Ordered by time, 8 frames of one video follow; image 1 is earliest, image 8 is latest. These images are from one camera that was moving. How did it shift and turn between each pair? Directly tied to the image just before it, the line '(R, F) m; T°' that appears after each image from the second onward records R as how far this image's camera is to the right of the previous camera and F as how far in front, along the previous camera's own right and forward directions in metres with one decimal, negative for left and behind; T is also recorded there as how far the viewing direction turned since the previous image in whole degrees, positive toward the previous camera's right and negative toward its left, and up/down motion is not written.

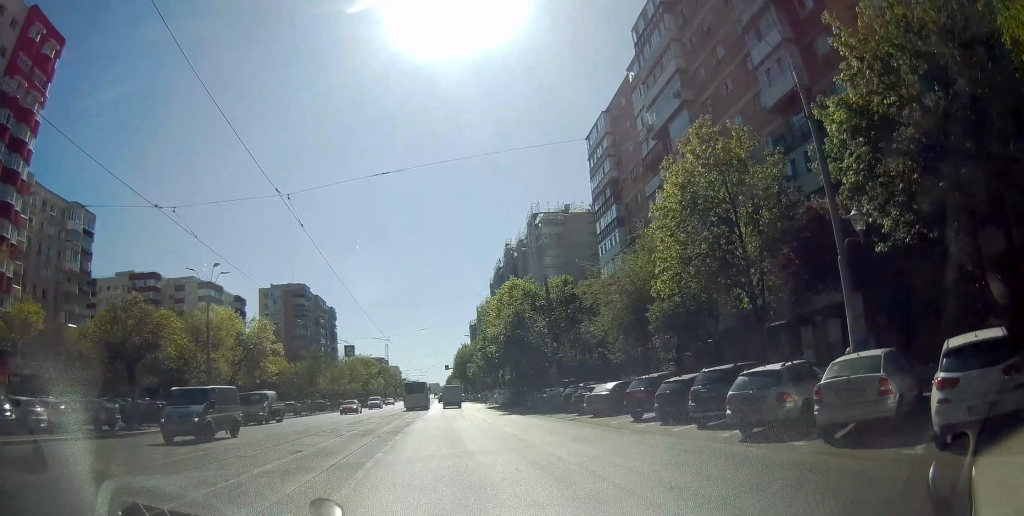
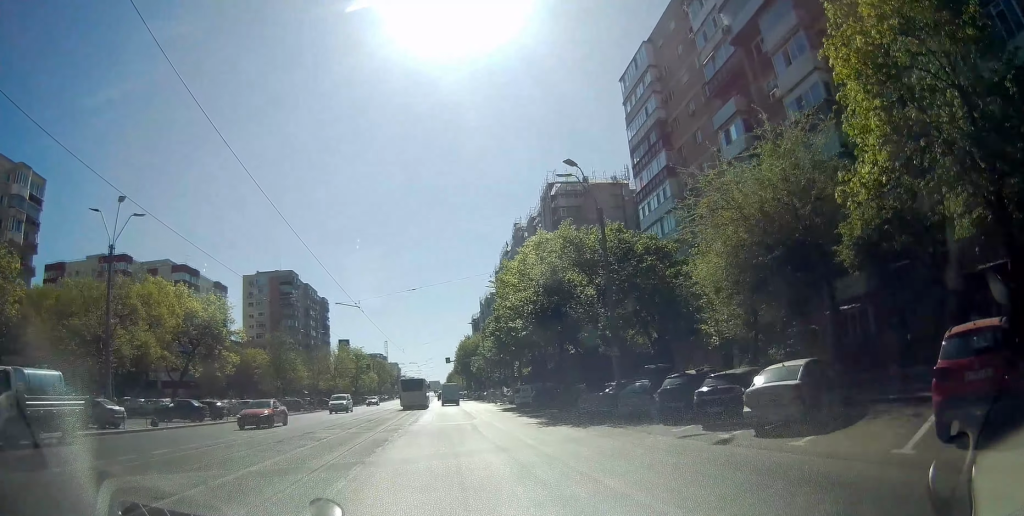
(0.0, +15.5) m; -1°
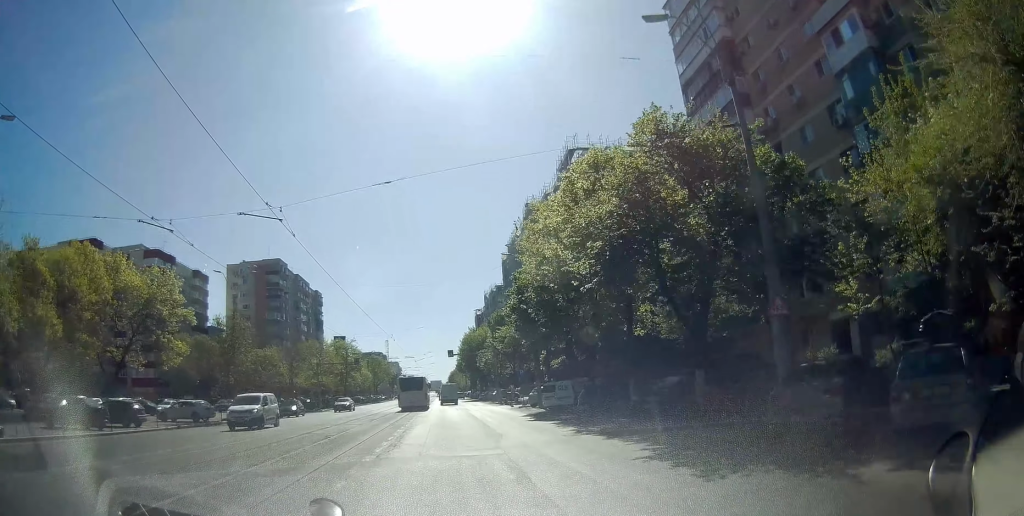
(-0.2, +14.1) m; 0°
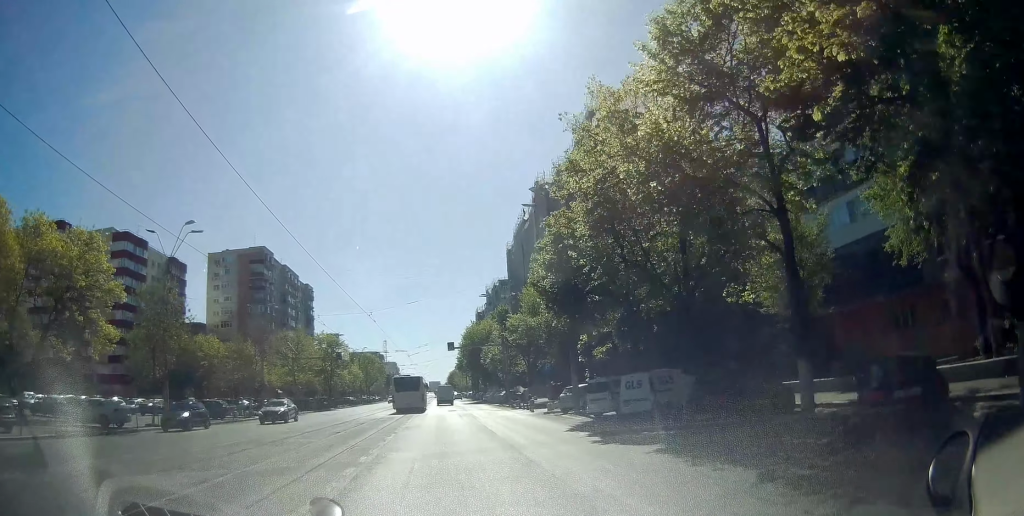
(+0.2, +12.3) m; +2°
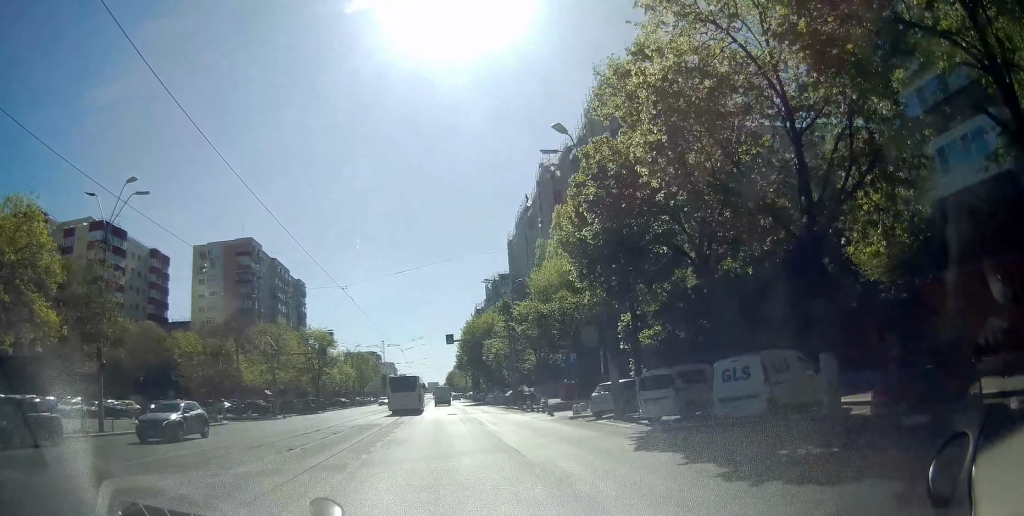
(+0.1, +7.5) m; +1°
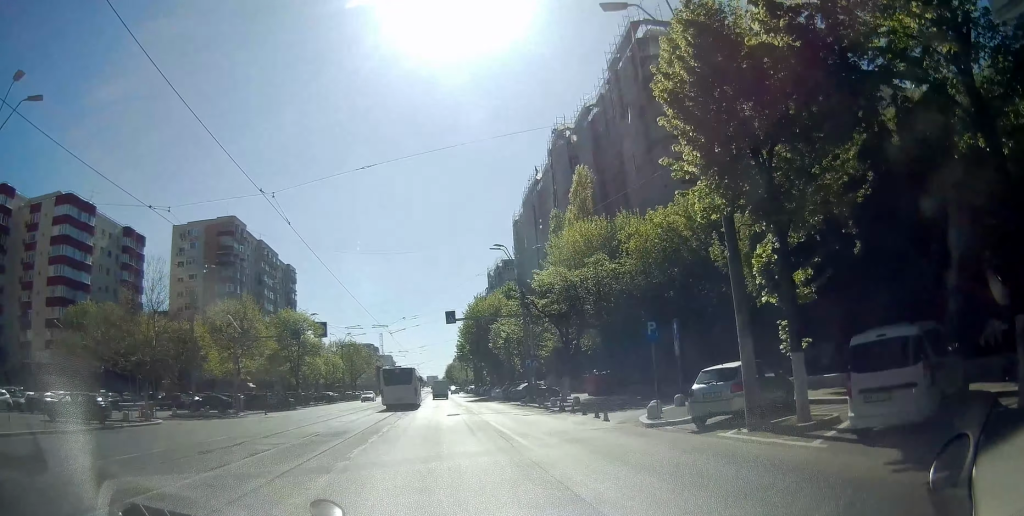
(+0.1, +11.0) m; 0°
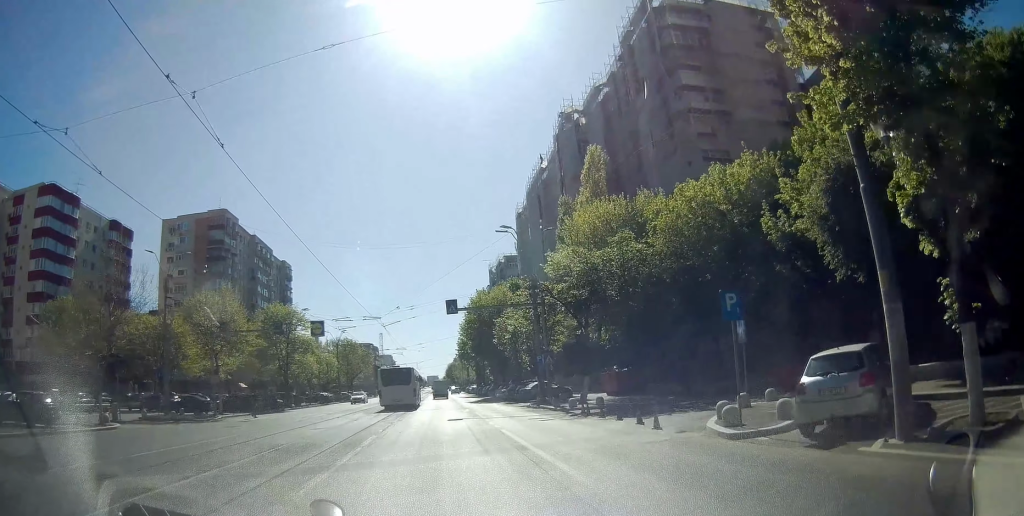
(0.0, +5.3) m; -1°
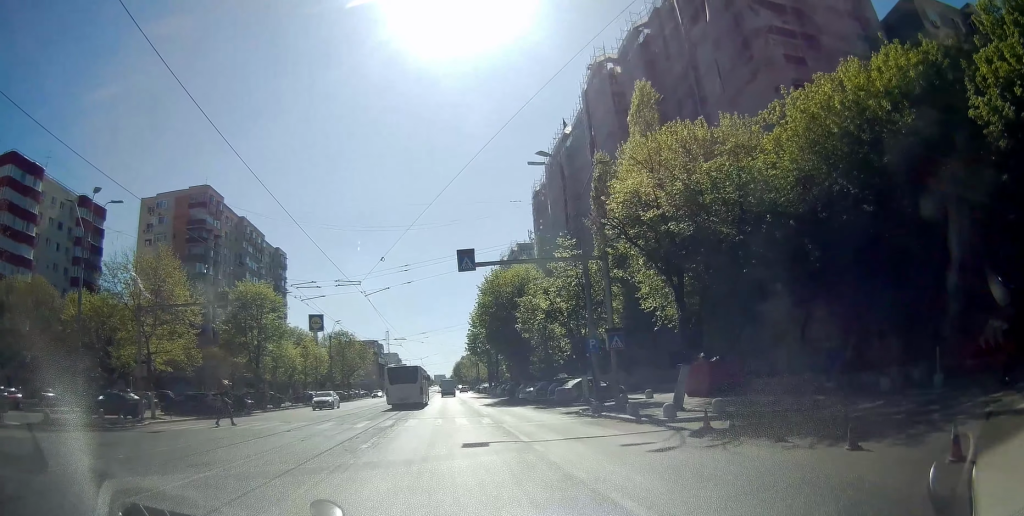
(-0.2, +14.1) m; 0°
